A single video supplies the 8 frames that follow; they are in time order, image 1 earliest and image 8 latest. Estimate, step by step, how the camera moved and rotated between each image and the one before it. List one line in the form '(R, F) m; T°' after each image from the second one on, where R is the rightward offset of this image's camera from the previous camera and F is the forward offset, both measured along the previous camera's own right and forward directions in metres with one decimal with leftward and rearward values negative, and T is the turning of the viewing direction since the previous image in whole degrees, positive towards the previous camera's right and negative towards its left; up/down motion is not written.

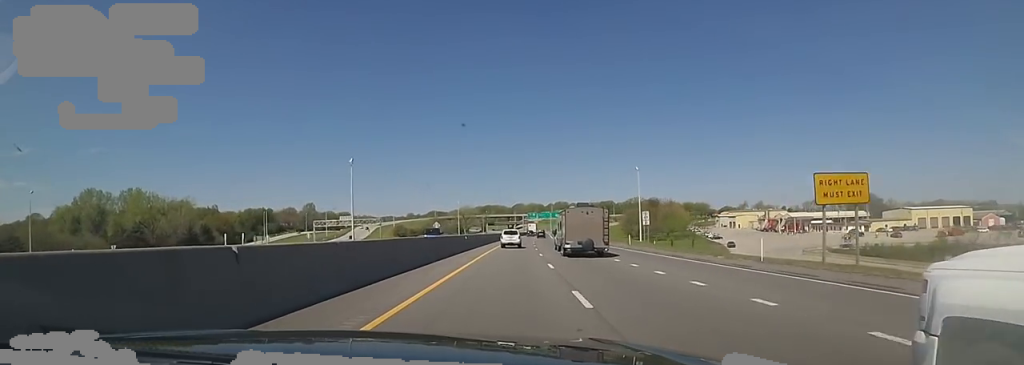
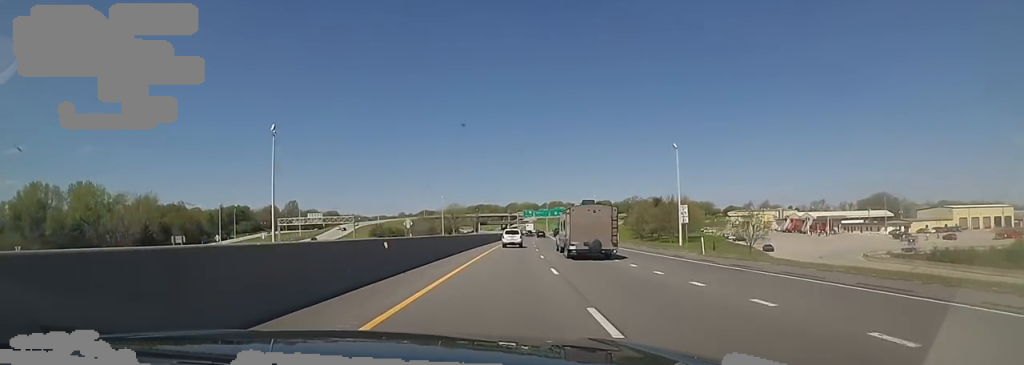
(0.0, +22.4) m; 0°
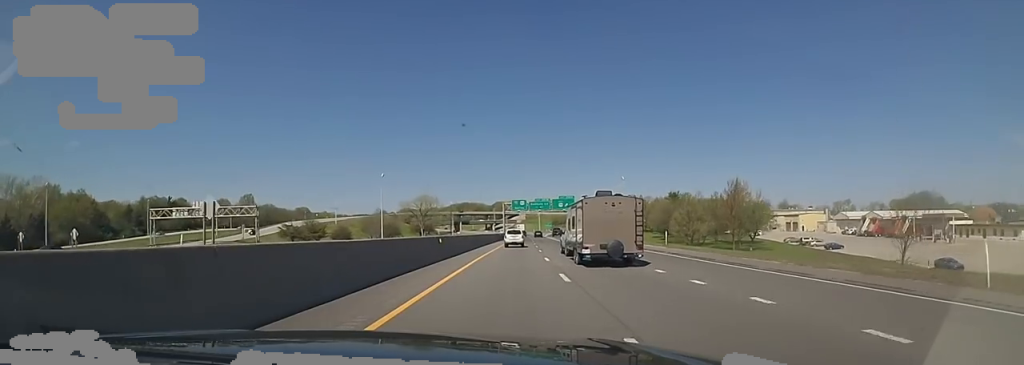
(0.0, +52.1) m; +2°
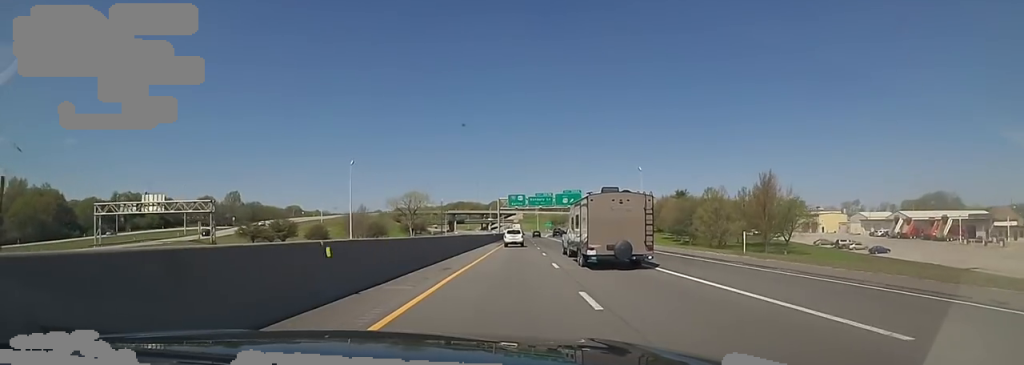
(+0.6, +14.7) m; 0°
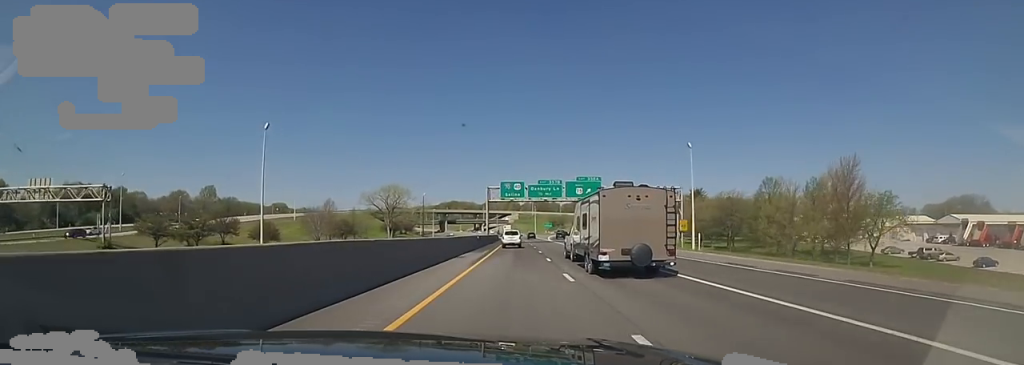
(+0.7, +24.1) m; 0°
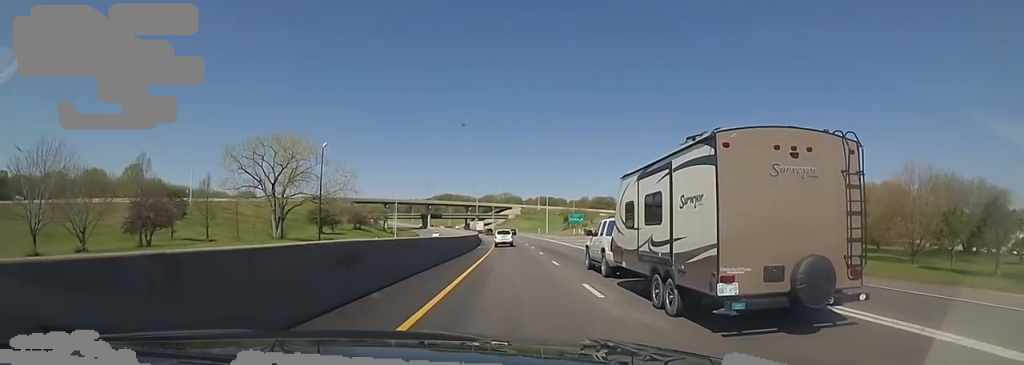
(+0.9, +71.7) m; +1°
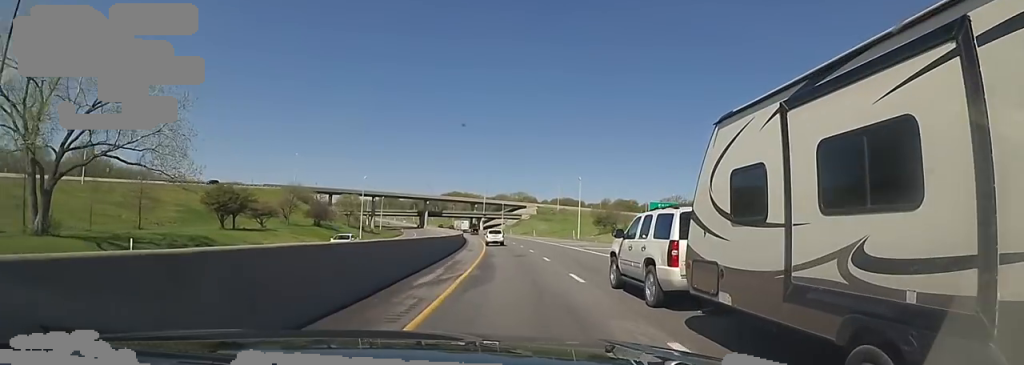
(-1.8, +45.8) m; -2°
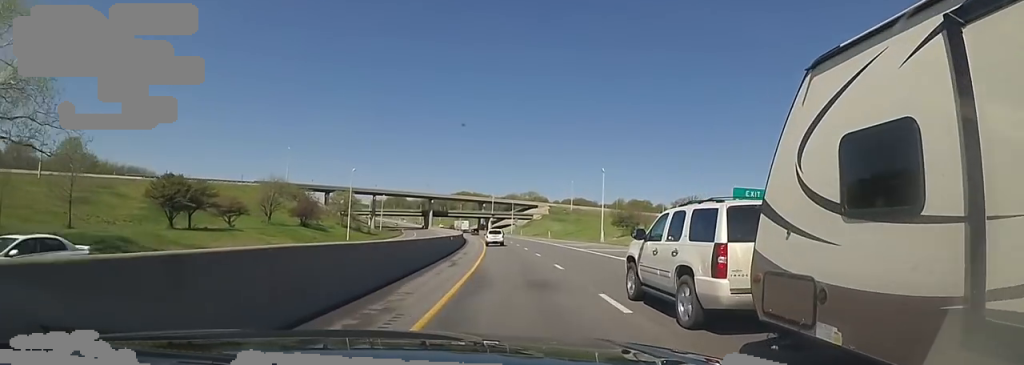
(+0.5, +14.7) m; -1°
